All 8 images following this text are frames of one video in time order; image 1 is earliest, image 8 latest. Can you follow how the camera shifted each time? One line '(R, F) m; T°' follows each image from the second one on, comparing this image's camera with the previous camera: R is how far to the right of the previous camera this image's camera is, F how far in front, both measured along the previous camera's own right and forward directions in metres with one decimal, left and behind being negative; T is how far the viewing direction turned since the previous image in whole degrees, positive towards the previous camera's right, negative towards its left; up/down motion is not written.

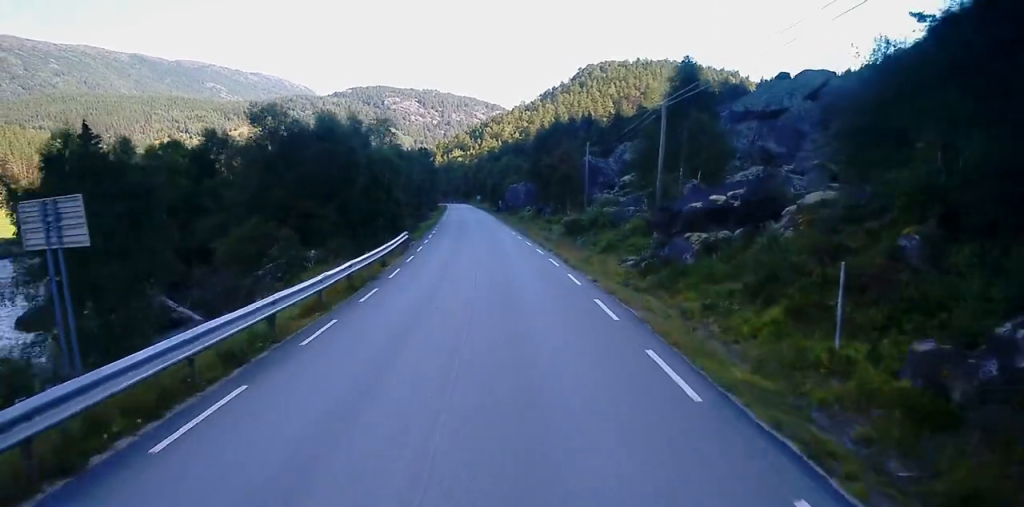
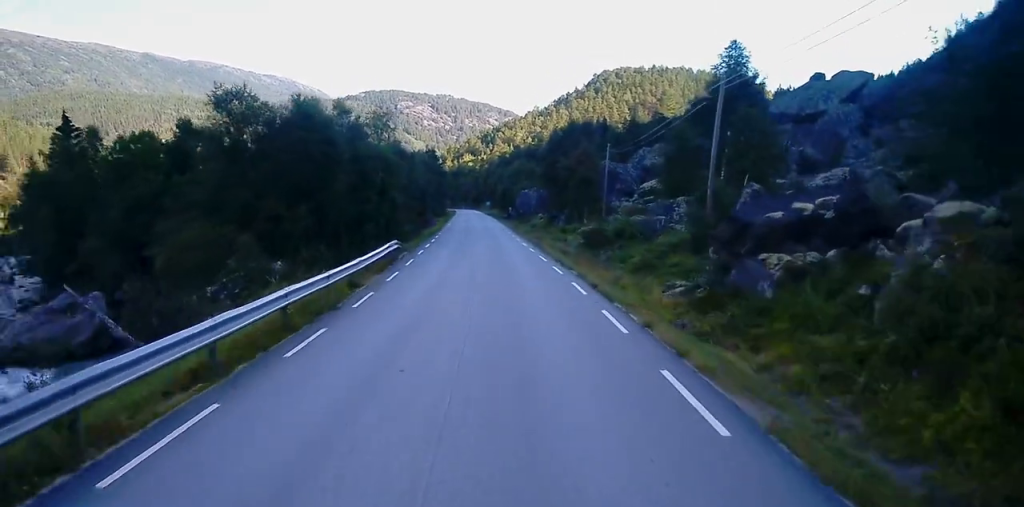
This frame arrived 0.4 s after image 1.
(-0.1, +7.0) m; -1°
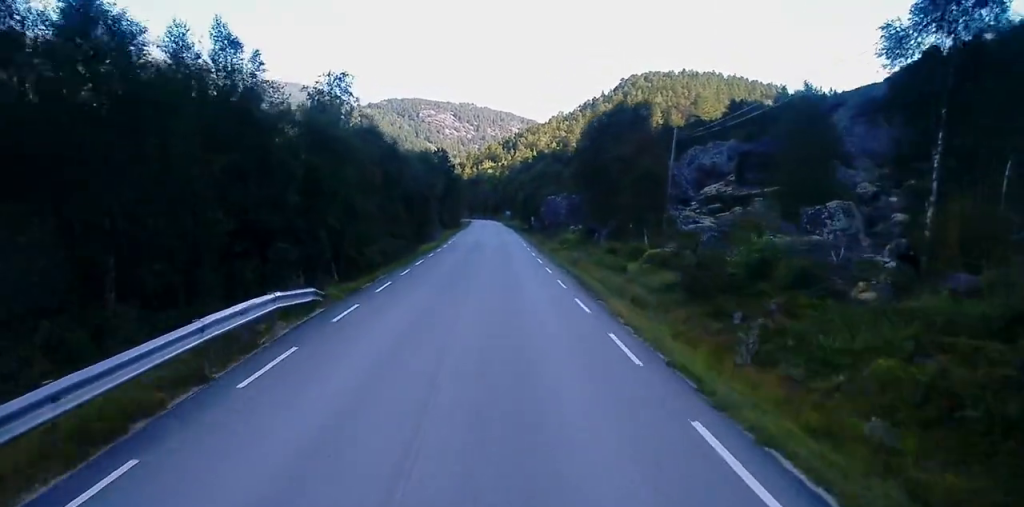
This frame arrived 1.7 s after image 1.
(-0.3, +19.8) m; -1°
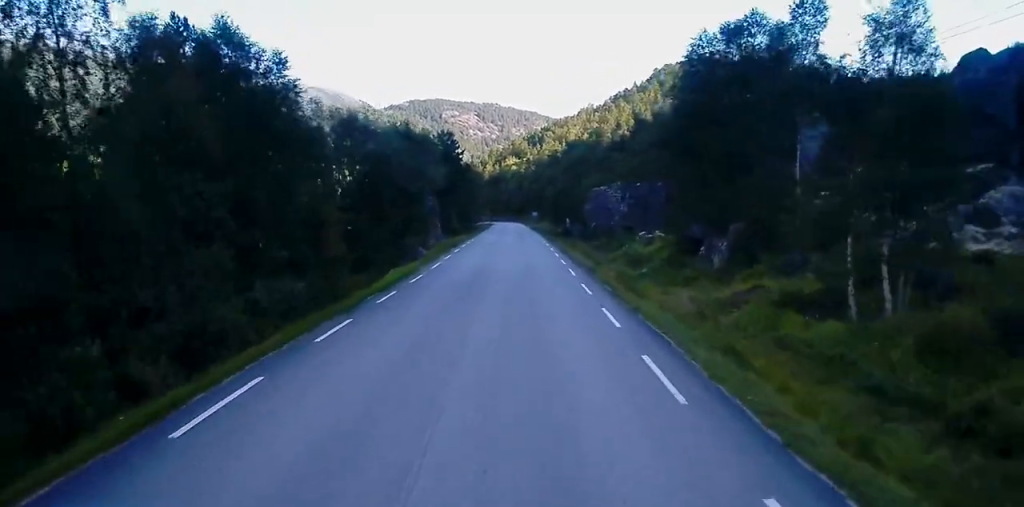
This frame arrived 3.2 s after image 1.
(-0.3, +26.1) m; -2°
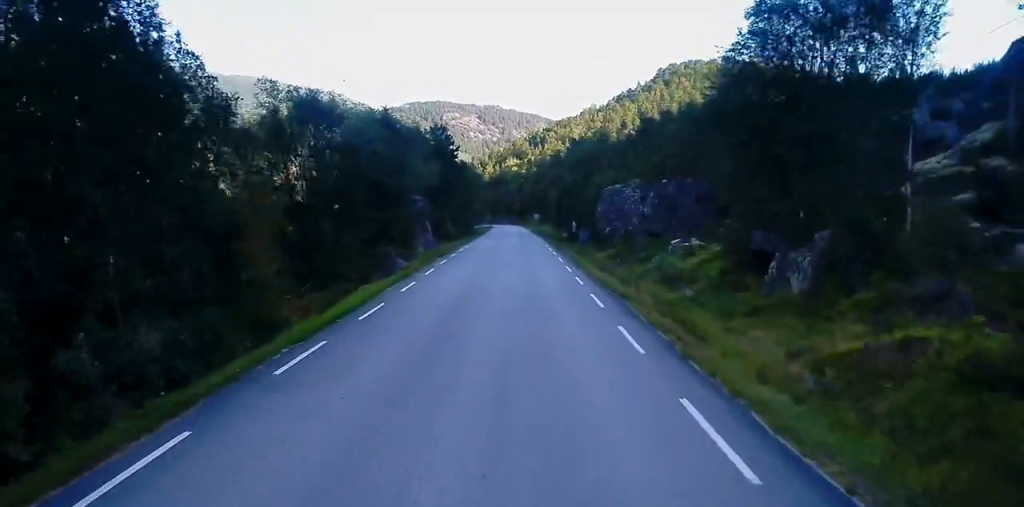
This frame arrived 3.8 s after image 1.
(-0.2, +8.6) m; 0°
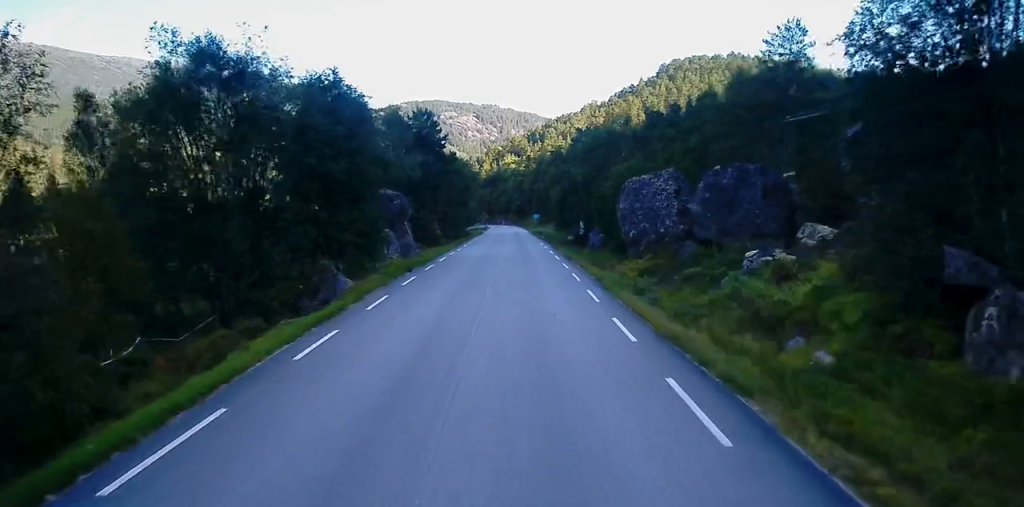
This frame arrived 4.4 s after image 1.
(+0.1, +11.0) m; 0°
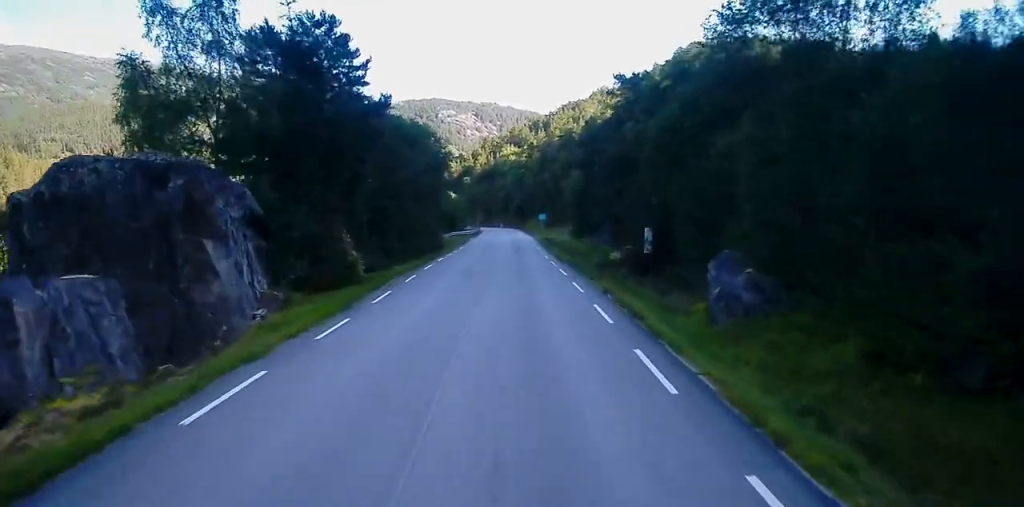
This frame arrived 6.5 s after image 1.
(-0.6, +33.8) m; -1°
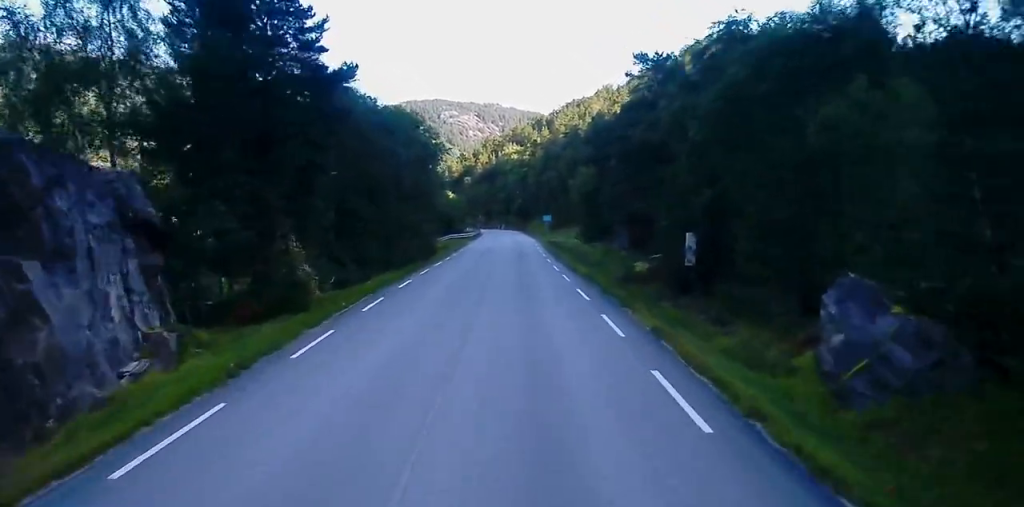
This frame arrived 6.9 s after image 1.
(-0.2, +7.7) m; +1°
